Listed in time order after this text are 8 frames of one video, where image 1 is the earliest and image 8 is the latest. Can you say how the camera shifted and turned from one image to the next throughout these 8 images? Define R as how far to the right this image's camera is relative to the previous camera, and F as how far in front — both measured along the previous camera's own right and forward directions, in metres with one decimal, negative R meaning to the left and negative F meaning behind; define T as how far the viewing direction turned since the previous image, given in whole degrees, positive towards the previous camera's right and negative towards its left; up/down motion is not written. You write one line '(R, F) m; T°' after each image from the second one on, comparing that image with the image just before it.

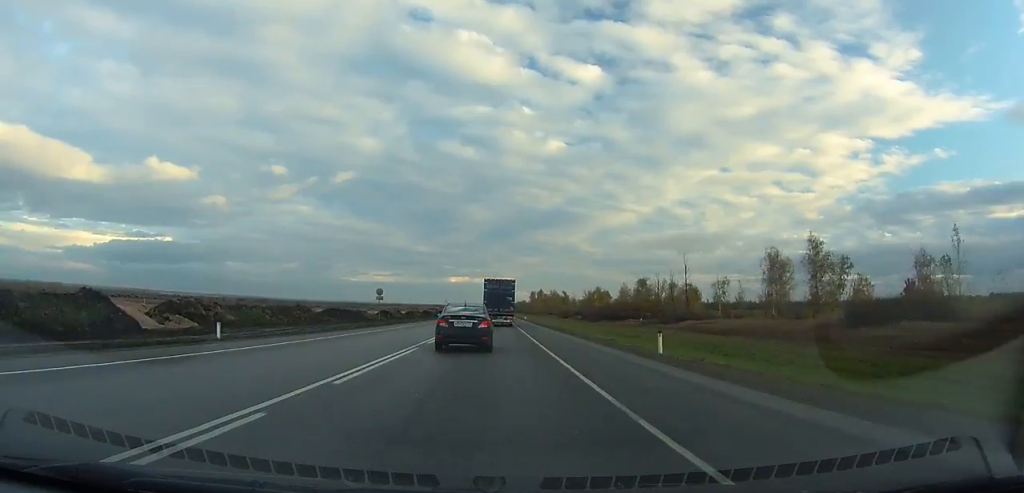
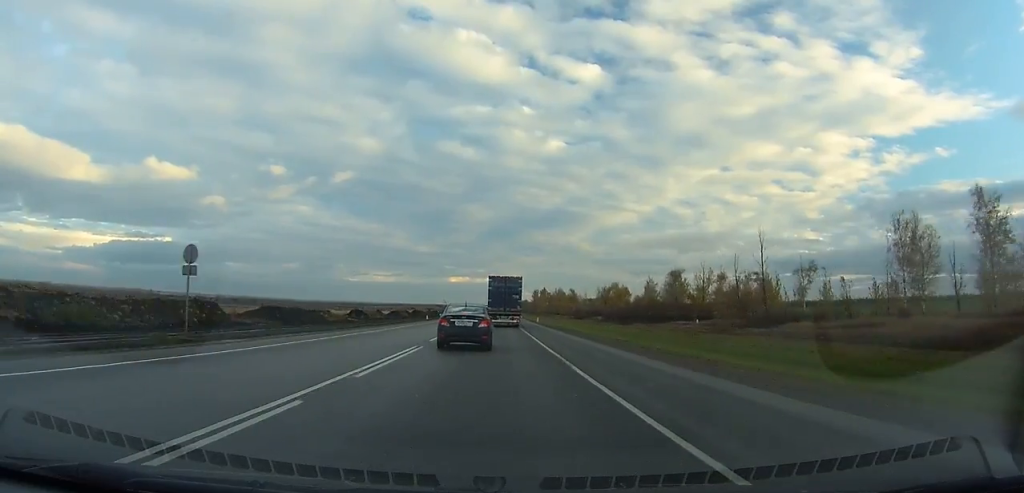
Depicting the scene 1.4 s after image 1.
(-0.2, +36.3) m; 0°
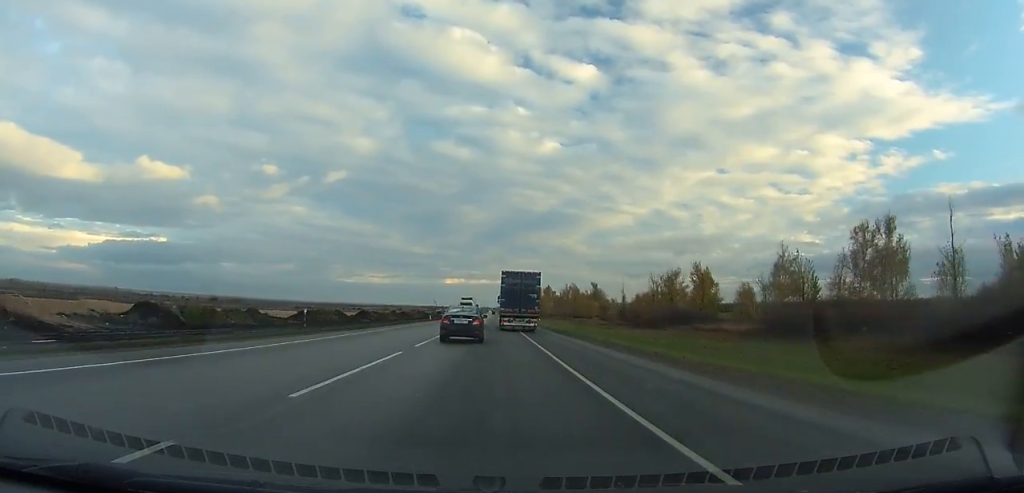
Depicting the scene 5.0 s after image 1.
(-0.2, +90.4) m; 0°
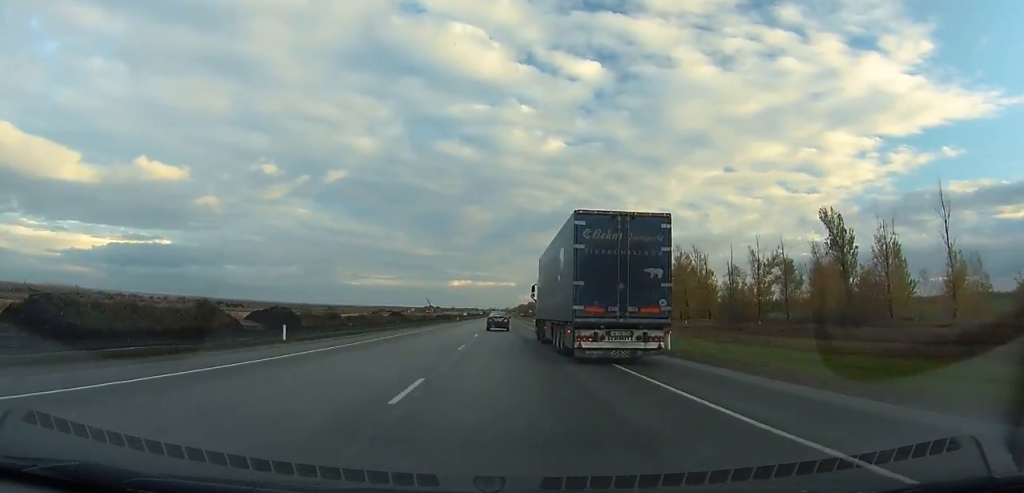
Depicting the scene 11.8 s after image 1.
(-1.4, +174.8) m; -1°
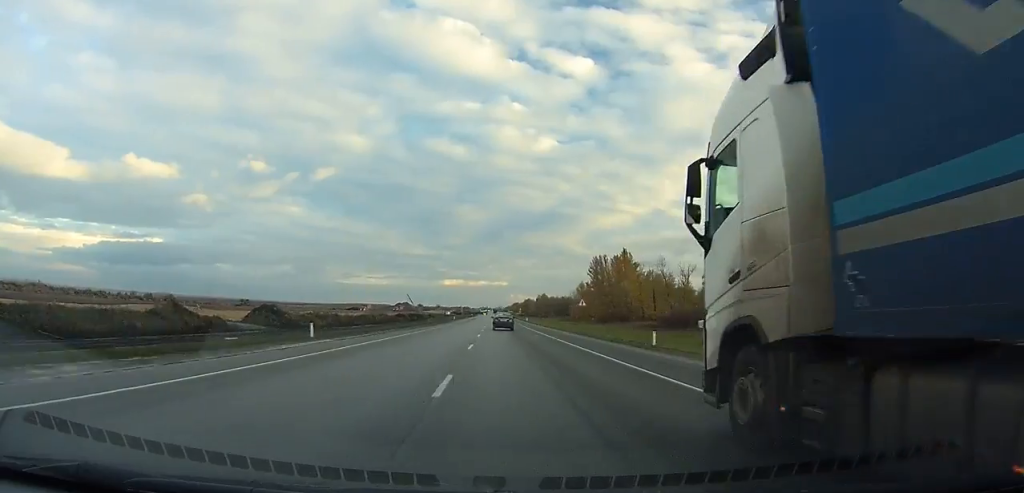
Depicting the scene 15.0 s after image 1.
(+0.4, +90.5) m; +1°
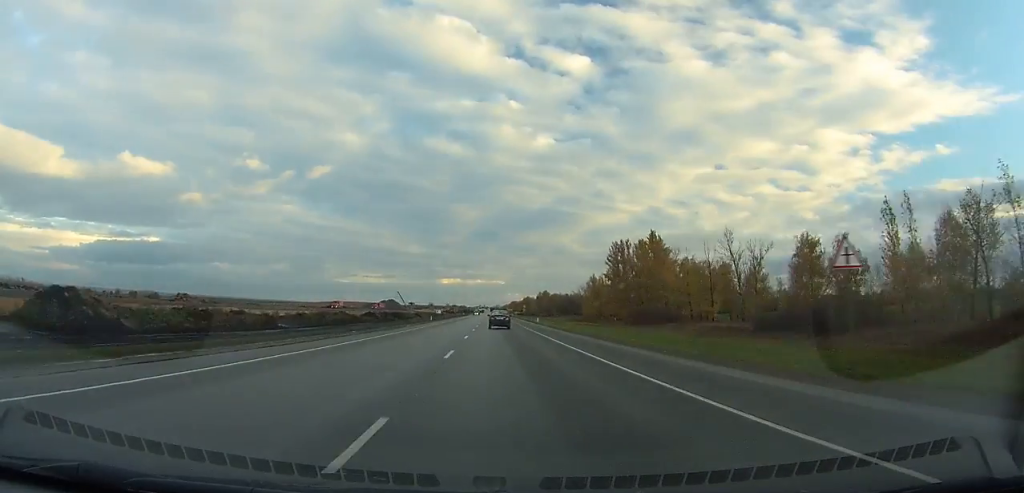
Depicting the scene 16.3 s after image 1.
(+0.2, +38.4) m; 0°
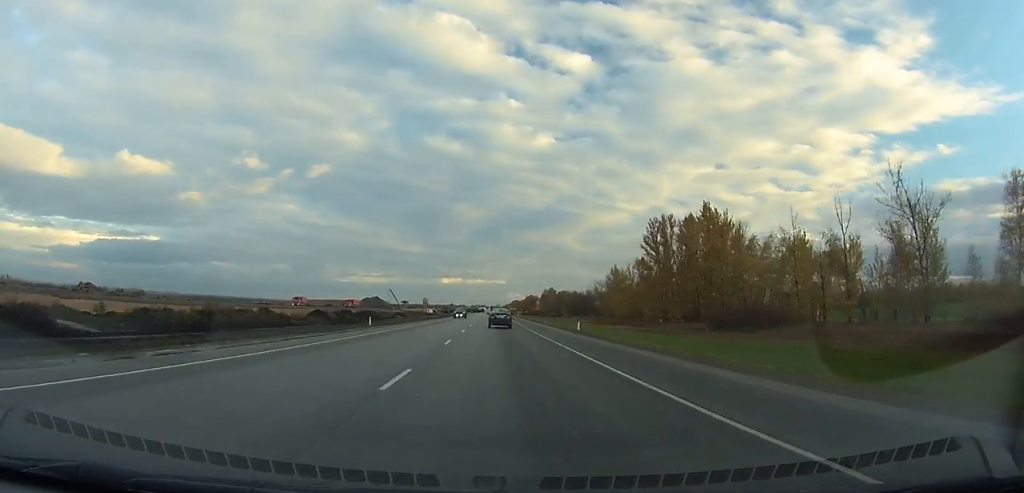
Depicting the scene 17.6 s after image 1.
(+0.1, +38.7) m; 0°
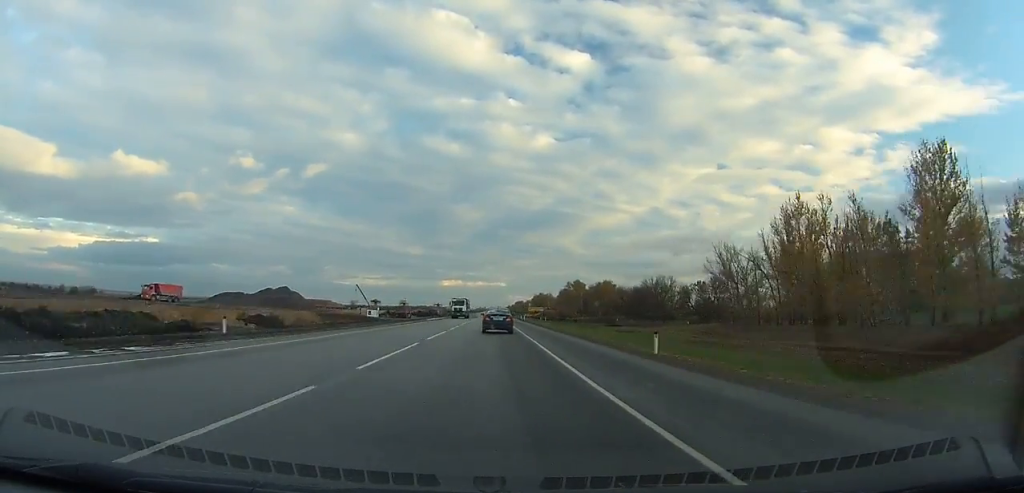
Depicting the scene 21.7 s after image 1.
(+0.4, +121.7) m; 0°
